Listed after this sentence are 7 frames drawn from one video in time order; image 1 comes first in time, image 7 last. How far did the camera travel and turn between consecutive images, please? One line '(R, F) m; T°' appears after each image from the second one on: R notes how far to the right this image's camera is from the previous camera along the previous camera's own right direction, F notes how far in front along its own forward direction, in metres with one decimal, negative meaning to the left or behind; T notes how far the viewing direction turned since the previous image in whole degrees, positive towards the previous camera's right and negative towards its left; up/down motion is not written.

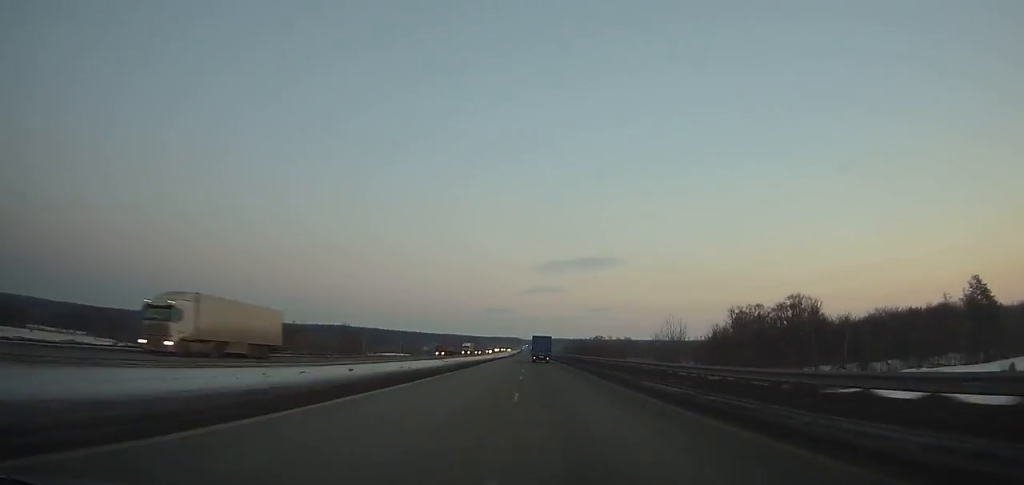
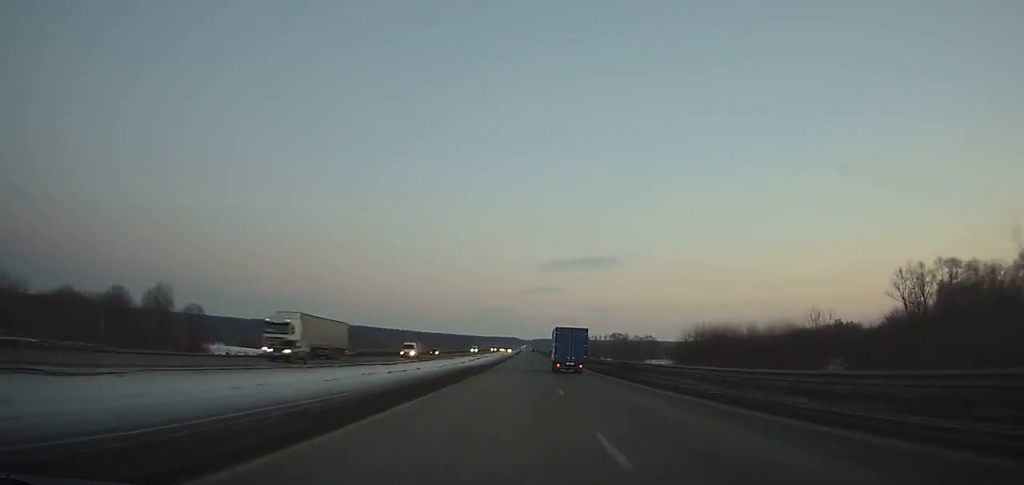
(+0.2, +91.4) m; 0°
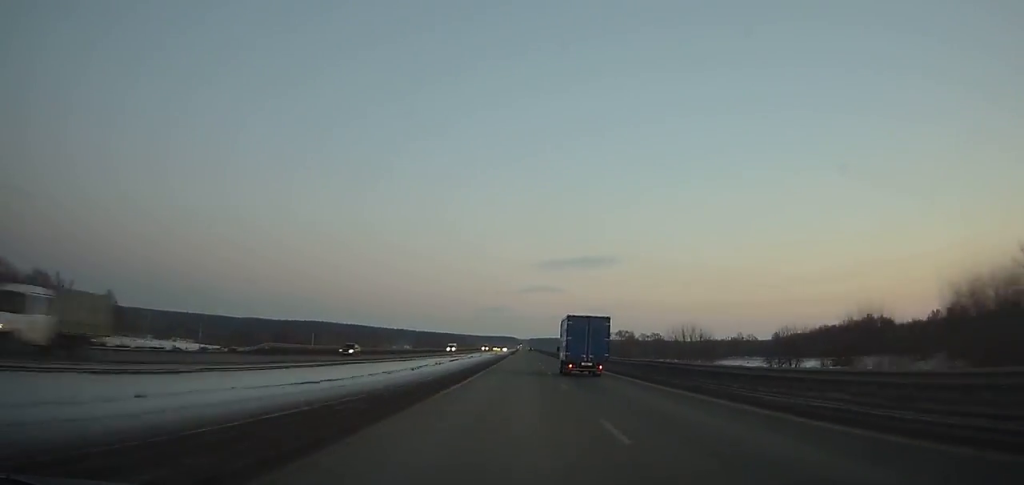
(+0.1, +33.4) m; 0°
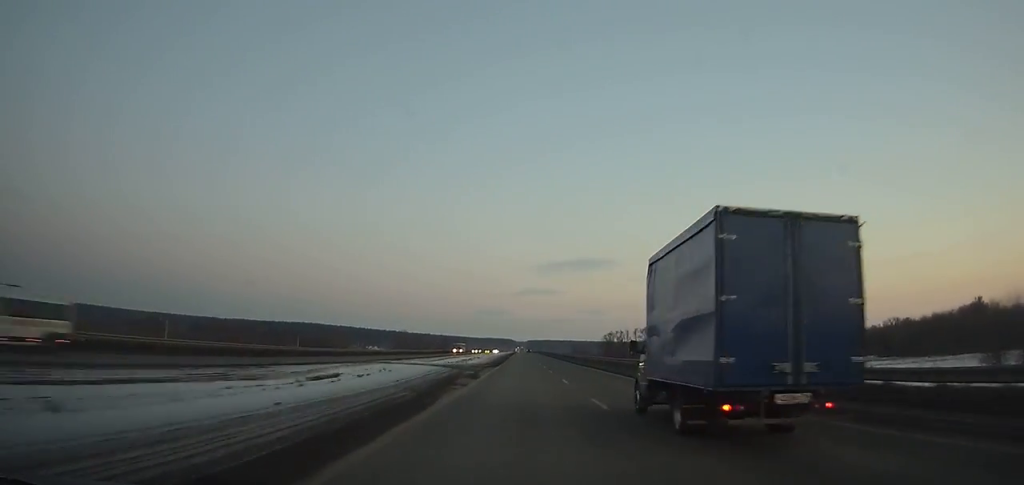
(+0.3, +74.9) m; +1°
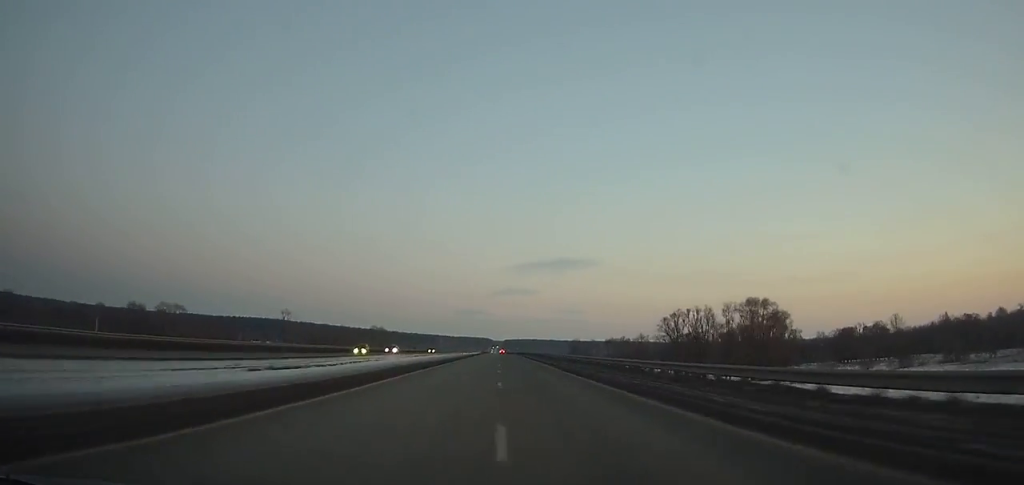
(+1.4, +134.3) m; 0°
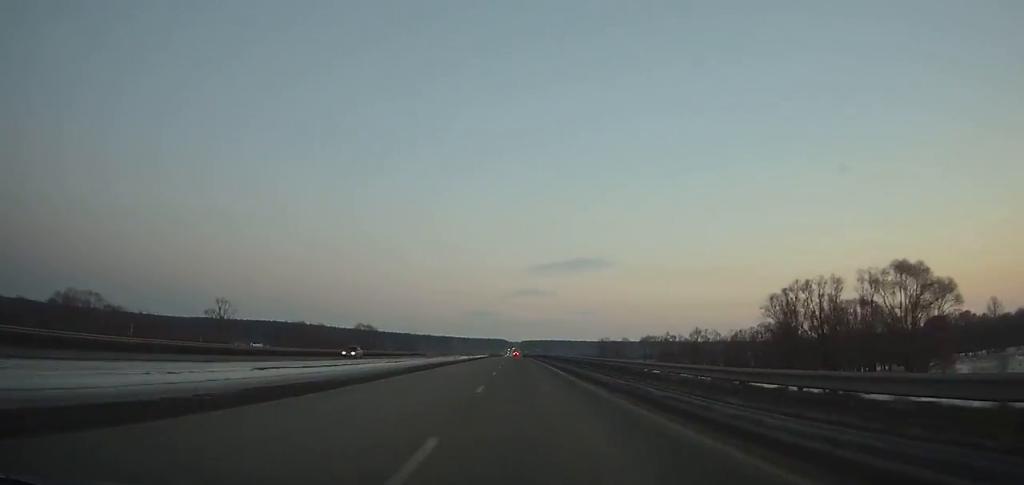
(-0.1, +50.4) m; 0°
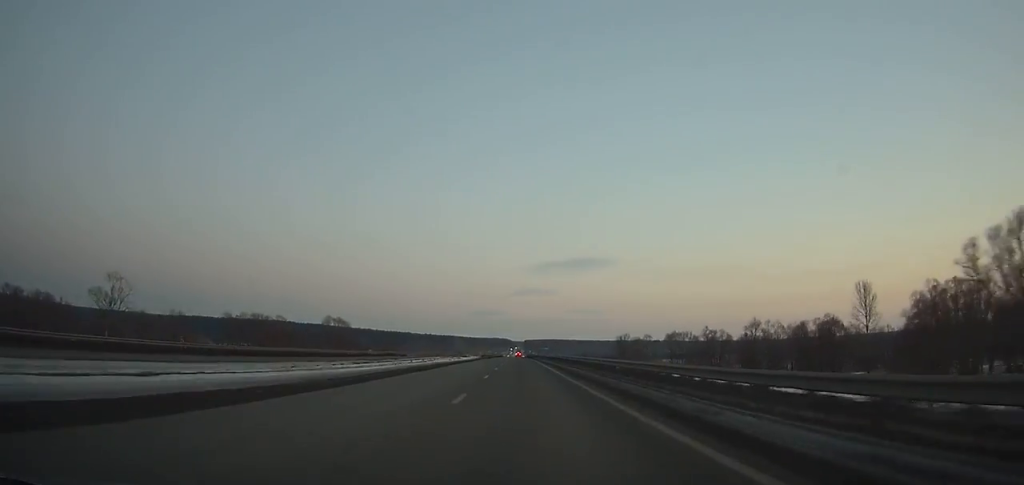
(-0.3, +41.2) m; 0°
